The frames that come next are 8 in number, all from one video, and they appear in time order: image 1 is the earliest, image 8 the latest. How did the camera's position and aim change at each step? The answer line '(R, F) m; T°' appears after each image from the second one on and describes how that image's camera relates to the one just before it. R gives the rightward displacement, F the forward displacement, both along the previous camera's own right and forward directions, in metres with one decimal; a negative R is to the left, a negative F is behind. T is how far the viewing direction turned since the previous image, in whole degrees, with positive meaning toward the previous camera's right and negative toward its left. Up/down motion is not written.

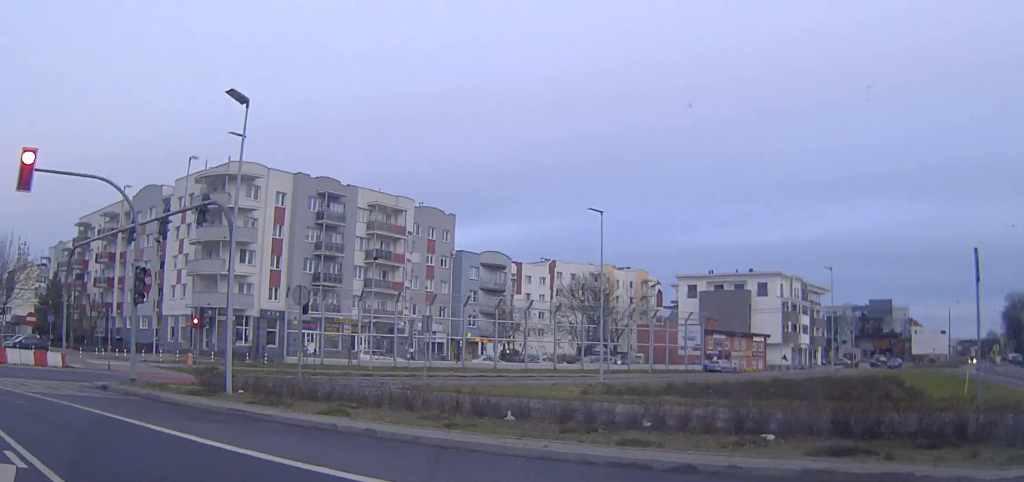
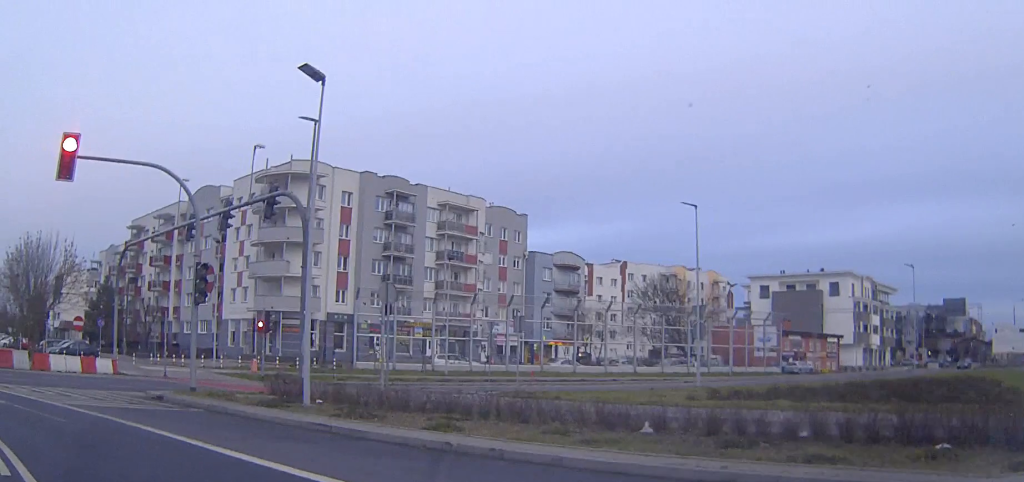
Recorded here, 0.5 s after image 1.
(-0.1, +2.3) m; -5°
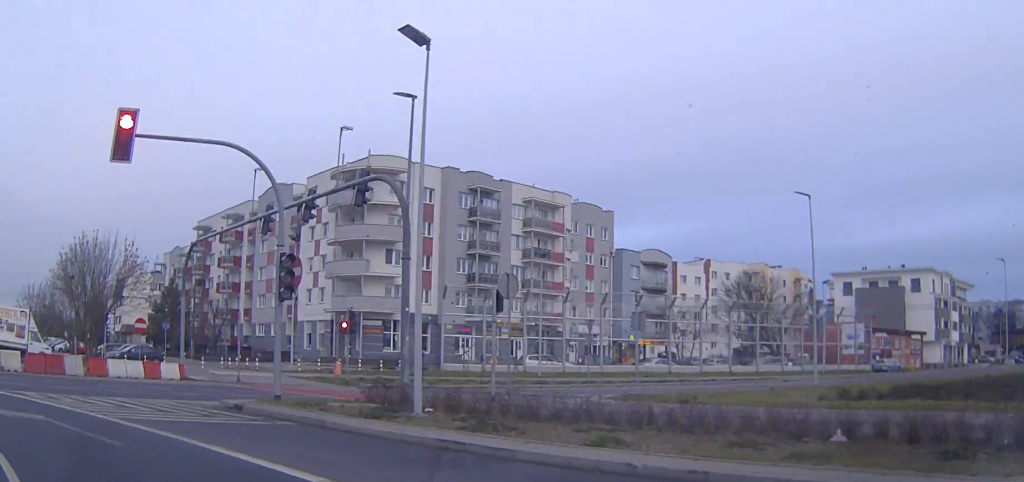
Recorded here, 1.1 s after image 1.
(-0.1, +2.4) m; -4°
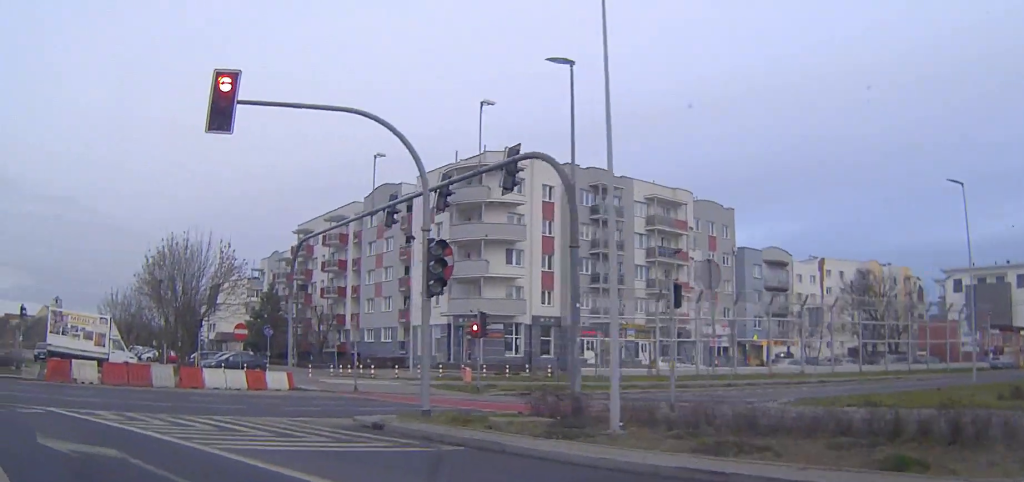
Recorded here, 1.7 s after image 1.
(-0.2, +3.0) m; -5°
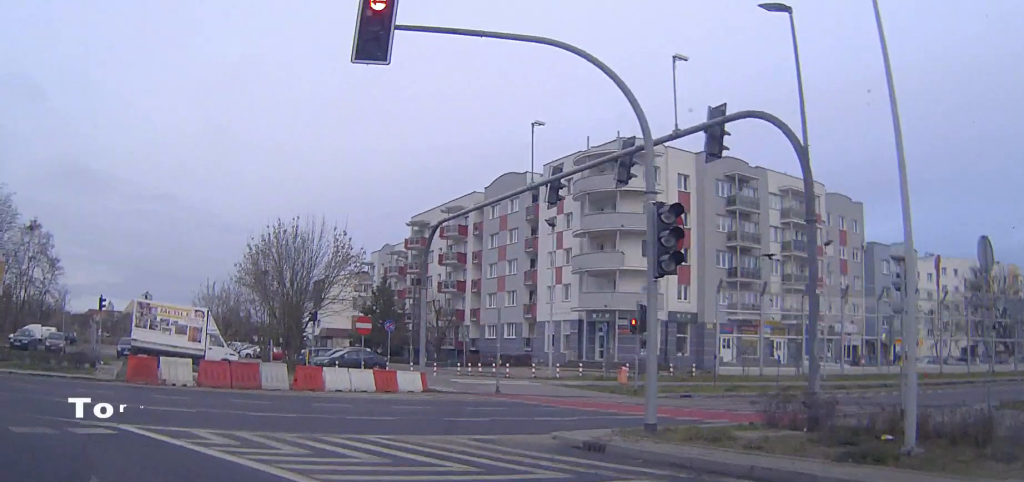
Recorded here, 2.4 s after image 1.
(-0.2, +3.9) m; -6°
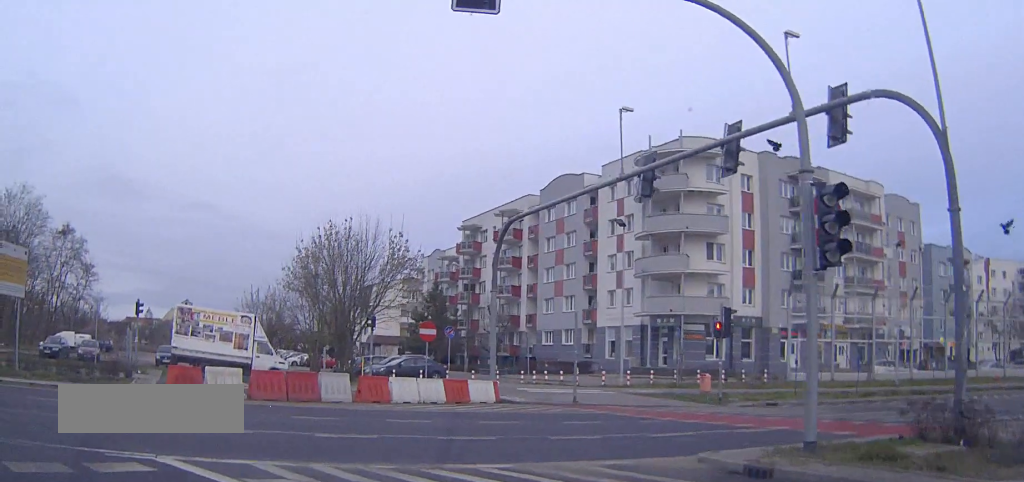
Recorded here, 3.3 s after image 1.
(-0.2, +3.7) m; -5°
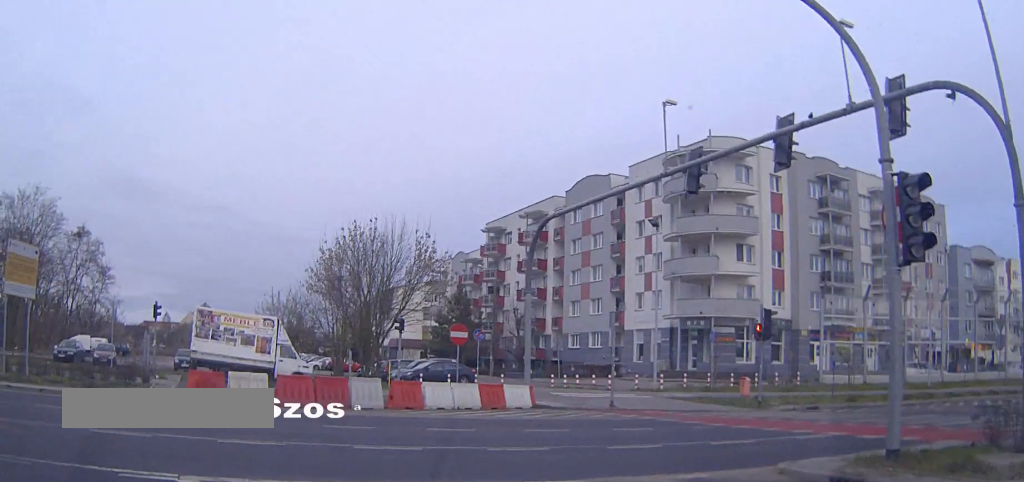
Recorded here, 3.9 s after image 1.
(-0.1, +1.5) m; -3°
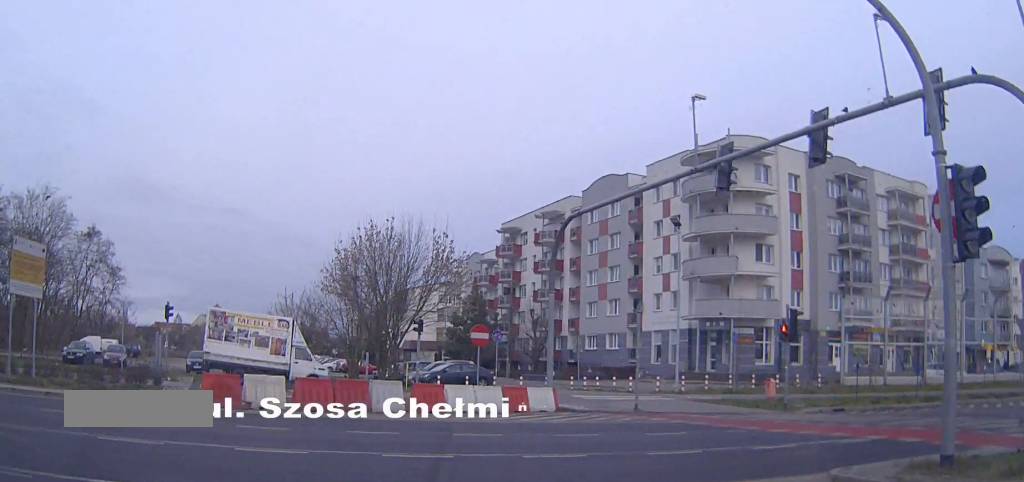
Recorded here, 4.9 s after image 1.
(-0.1, +1.3) m; -1°
